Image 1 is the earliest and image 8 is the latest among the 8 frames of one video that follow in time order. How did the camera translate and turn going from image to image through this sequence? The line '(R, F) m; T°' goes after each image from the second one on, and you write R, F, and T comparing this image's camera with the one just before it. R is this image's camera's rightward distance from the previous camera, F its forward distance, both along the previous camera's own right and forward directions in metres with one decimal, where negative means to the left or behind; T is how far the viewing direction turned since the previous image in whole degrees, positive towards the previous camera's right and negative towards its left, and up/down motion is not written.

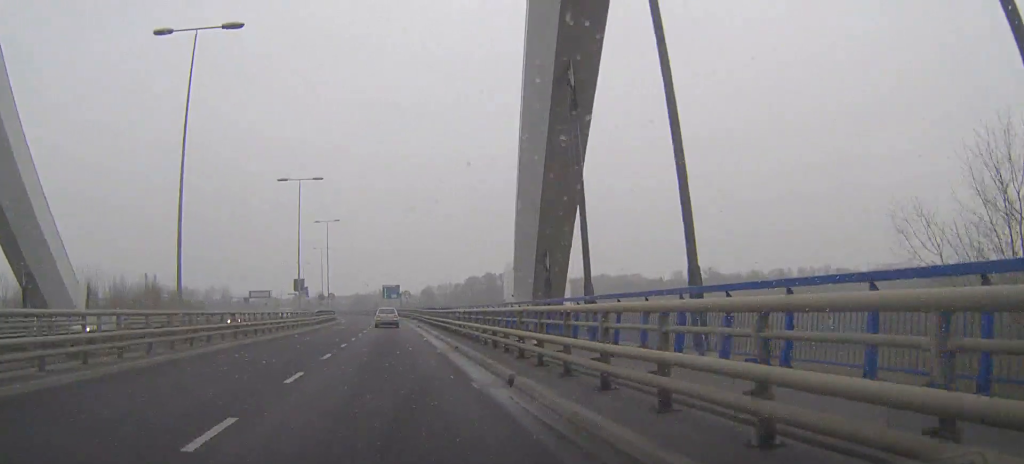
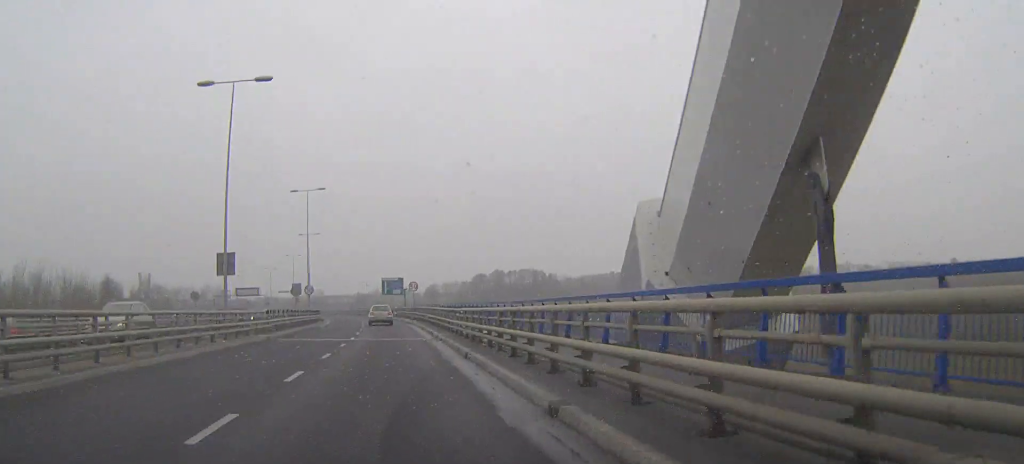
(+0.2, +23.3) m; 0°
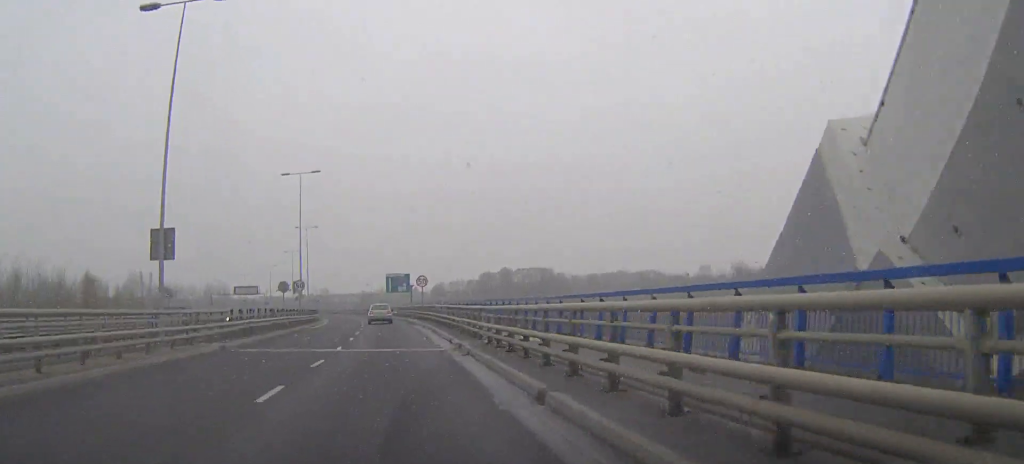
(0.0, +9.2) m; 0°
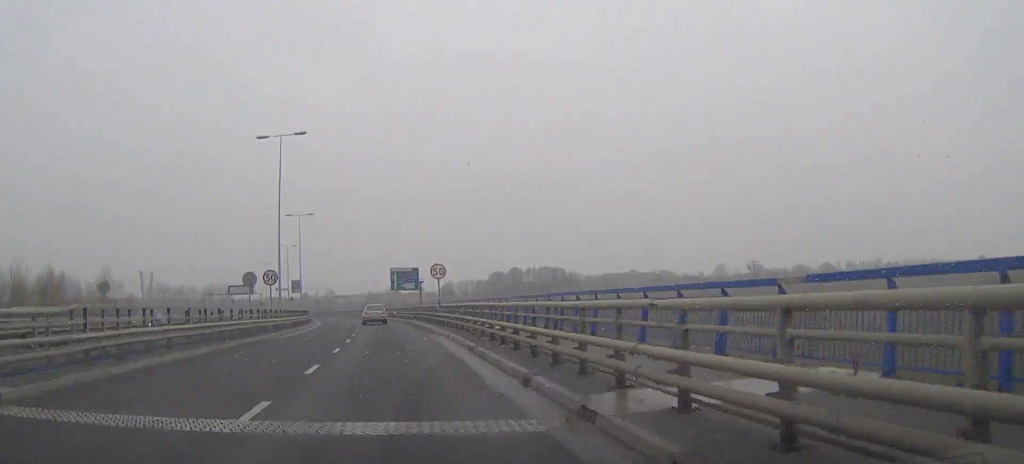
(-0.2, +13.6) m; -1°
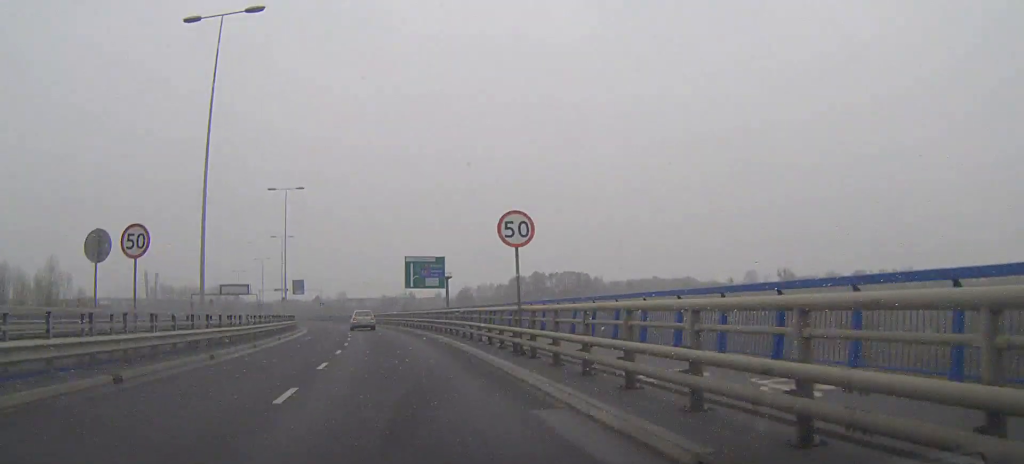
(-0.1, +21.3) m; -1°
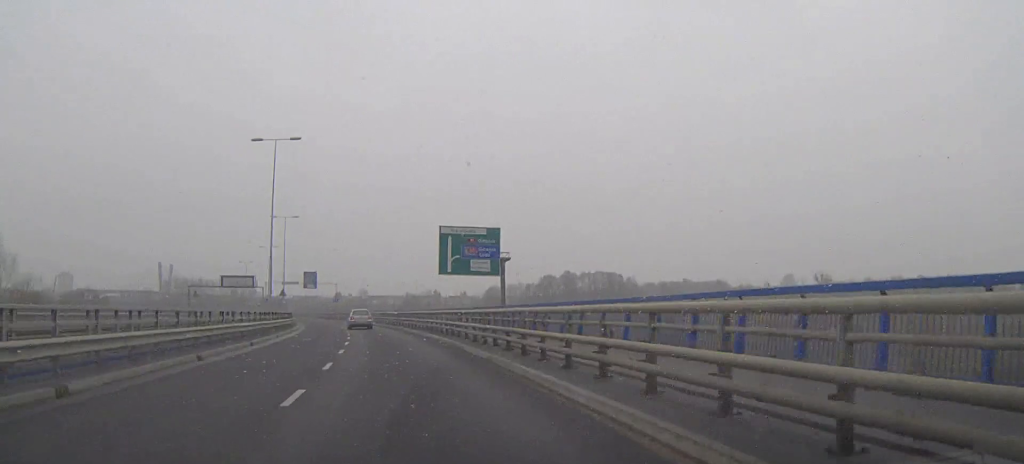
(-0.2, +18.2) m; -2°
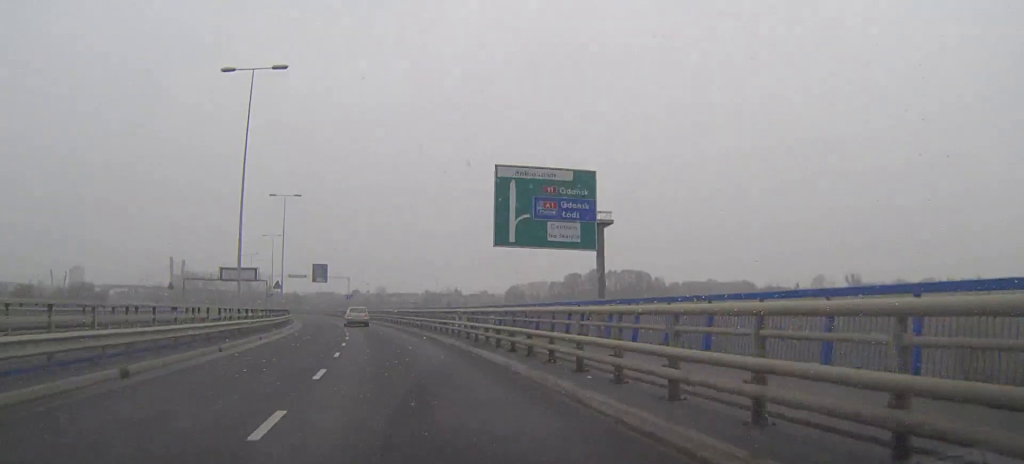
(-0.3, +14.5) m; -2°
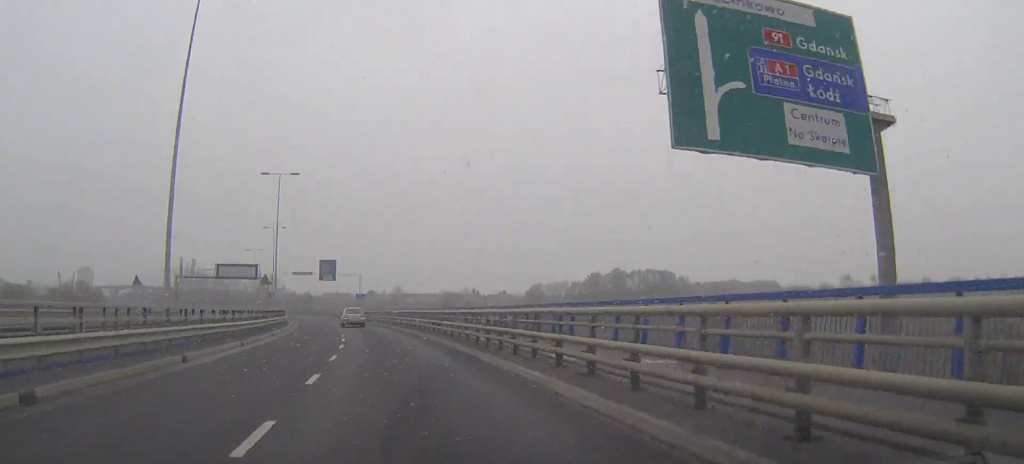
(-0.1, +13.0) m; -1°
